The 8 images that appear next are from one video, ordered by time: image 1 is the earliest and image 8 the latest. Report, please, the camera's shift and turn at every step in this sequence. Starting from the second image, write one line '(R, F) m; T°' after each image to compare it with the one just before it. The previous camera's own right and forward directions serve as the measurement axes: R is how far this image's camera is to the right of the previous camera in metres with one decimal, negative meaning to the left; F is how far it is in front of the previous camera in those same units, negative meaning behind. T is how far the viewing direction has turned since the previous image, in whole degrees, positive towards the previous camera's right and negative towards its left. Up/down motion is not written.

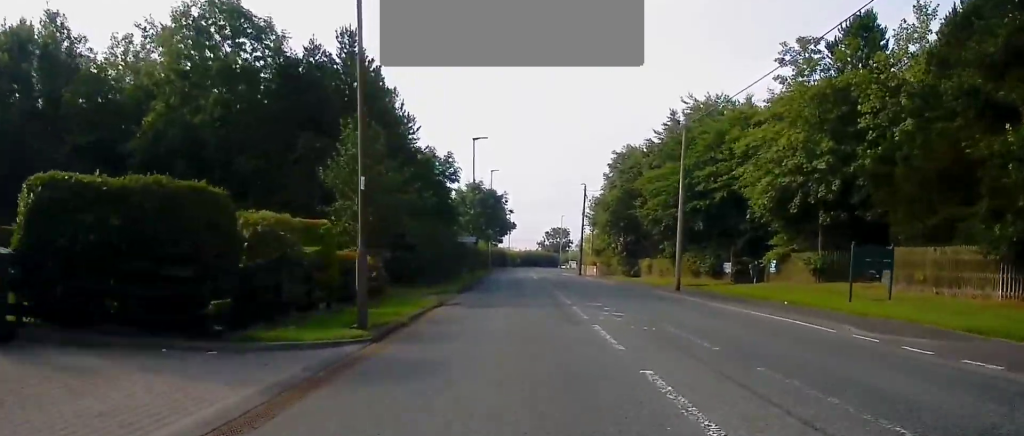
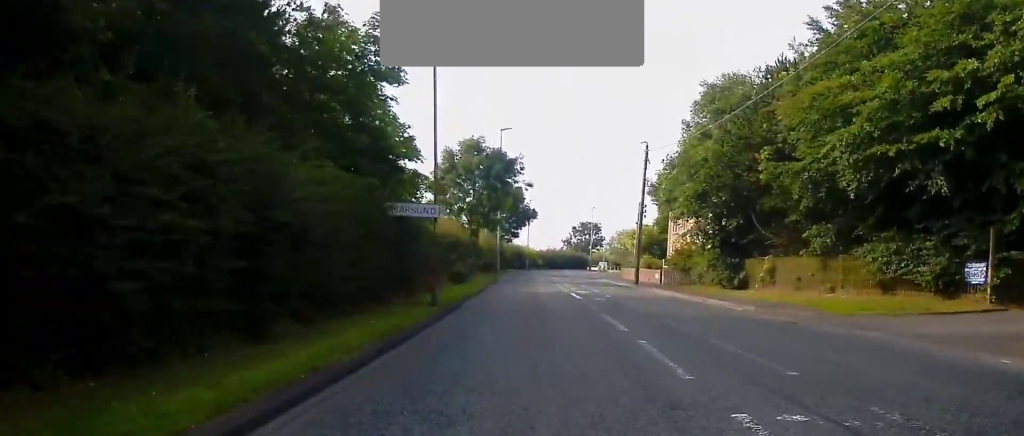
(-0.1, +26.8) m; -2°
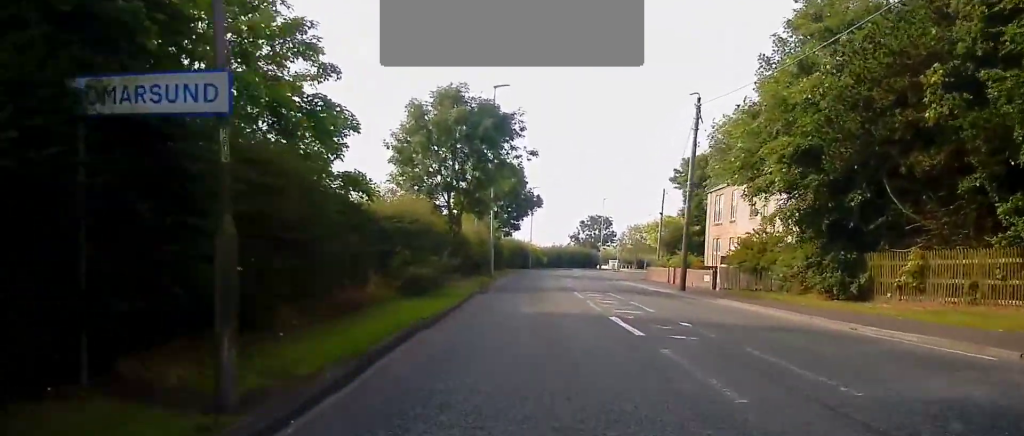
(-0.3, +13.6) m; -1°
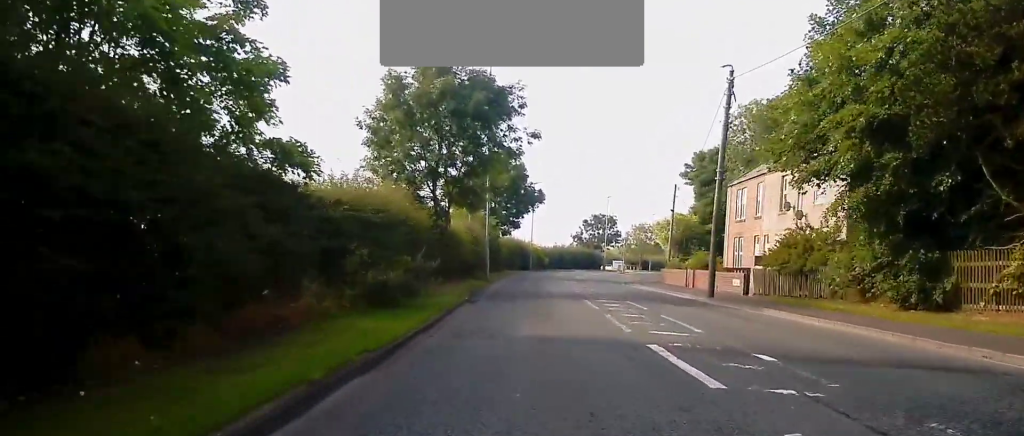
(0.0, +5.3) m; 0°
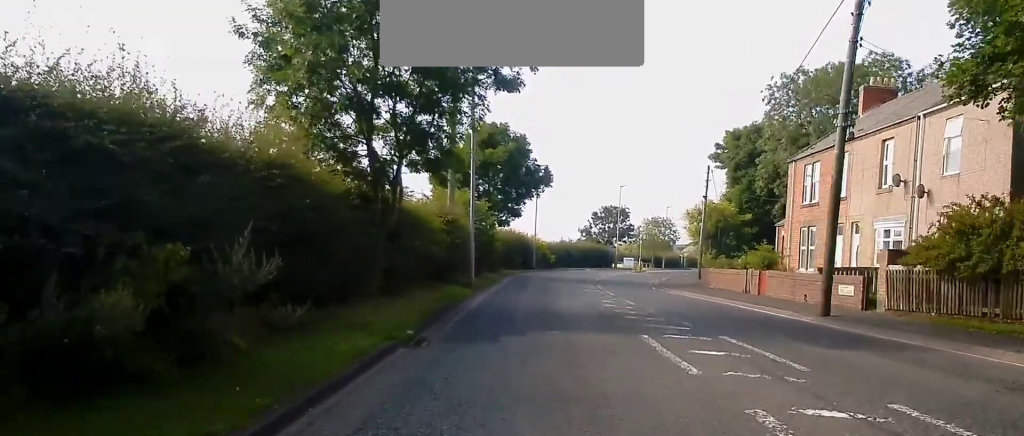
(0.0, +11.5) m; 0°
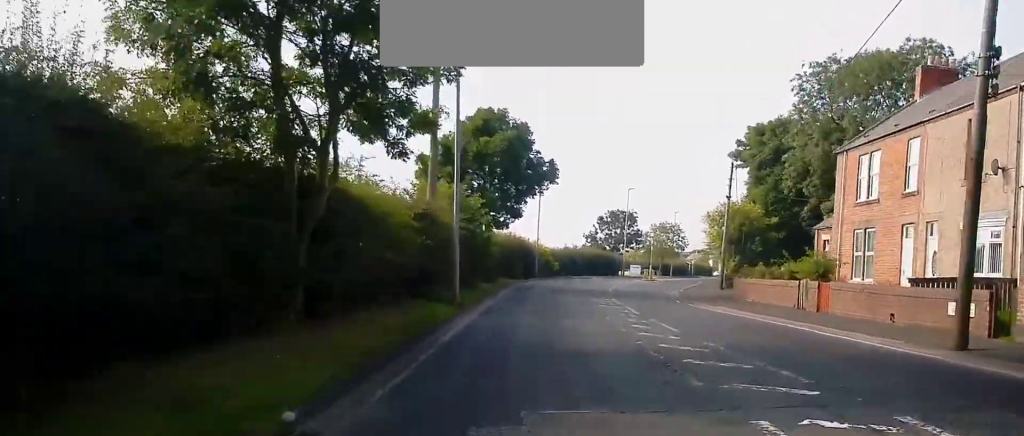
(0.0, +6.2) m; 0°
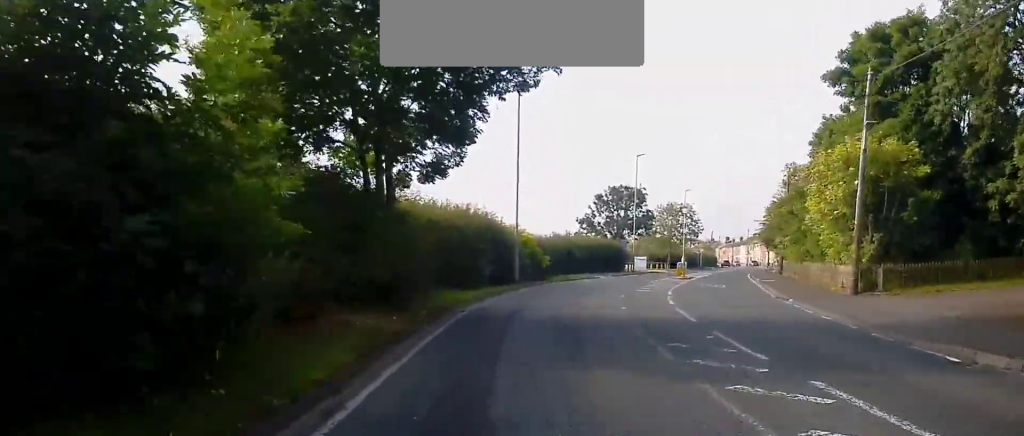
(+0.4, +22.7) m; +3°
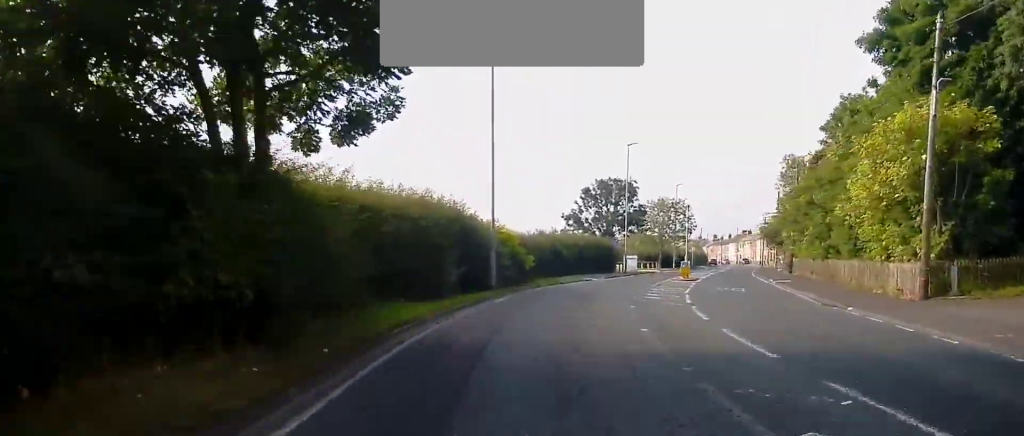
(0.0, +6.2) m; 0°
